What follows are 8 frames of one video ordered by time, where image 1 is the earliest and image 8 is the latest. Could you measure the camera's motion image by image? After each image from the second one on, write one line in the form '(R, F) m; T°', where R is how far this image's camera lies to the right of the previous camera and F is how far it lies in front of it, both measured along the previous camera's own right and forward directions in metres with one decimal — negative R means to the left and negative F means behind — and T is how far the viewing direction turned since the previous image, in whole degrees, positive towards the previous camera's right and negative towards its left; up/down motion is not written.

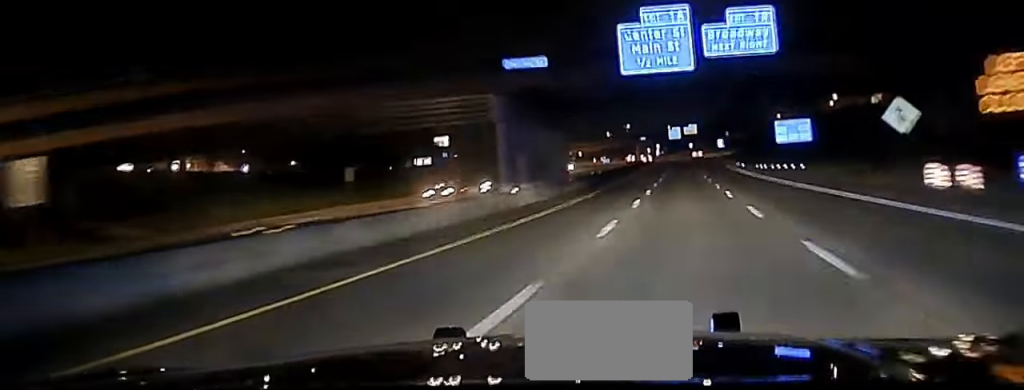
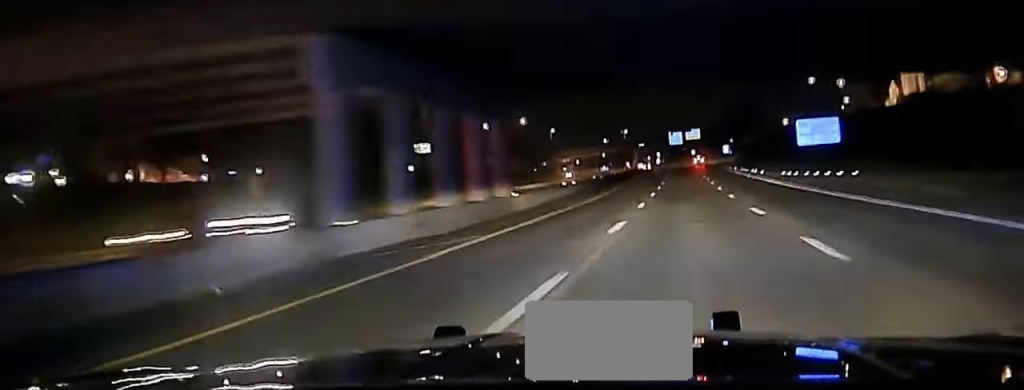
(+0.1, +23.0) m; 0°
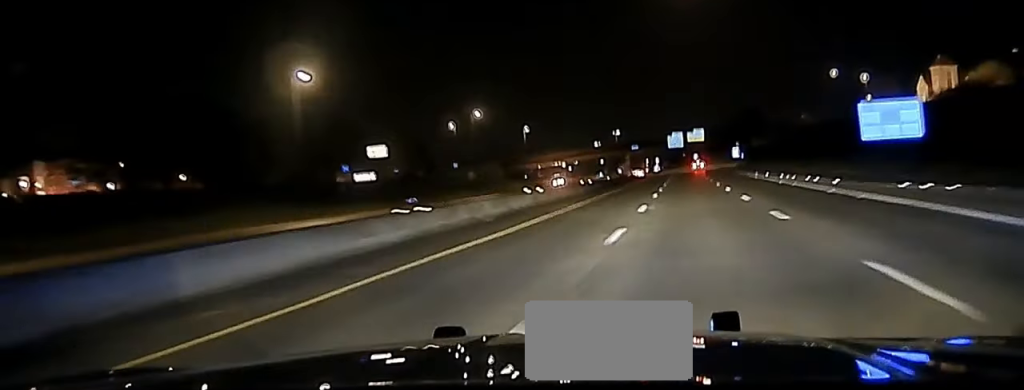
(+0.2, +41.1) m; 0°
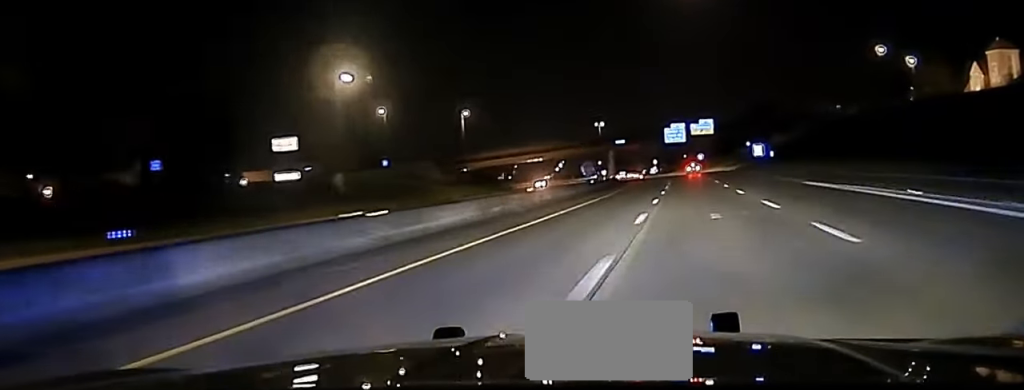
(+0.2, +54.6) m; 0°
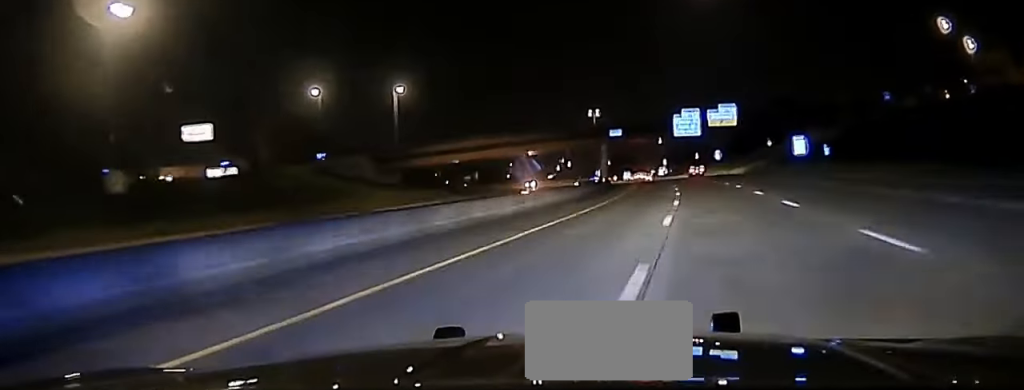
(0.0, +36.4) m; -1°
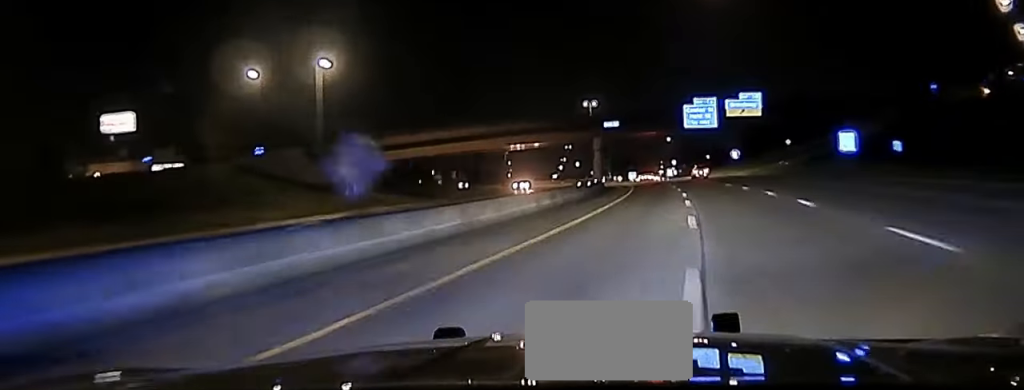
(-0.5, +24.6) m; 0°
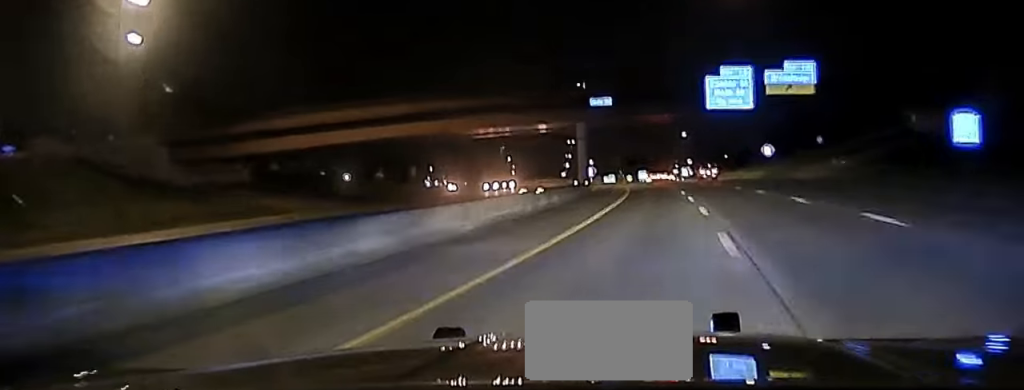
(-0.1, +32.6) m; 0°
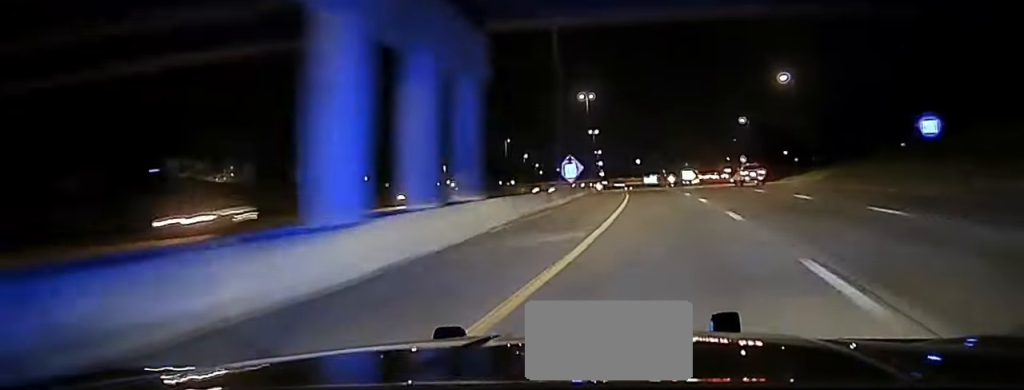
(-0.4, +56.5) m; -2°
